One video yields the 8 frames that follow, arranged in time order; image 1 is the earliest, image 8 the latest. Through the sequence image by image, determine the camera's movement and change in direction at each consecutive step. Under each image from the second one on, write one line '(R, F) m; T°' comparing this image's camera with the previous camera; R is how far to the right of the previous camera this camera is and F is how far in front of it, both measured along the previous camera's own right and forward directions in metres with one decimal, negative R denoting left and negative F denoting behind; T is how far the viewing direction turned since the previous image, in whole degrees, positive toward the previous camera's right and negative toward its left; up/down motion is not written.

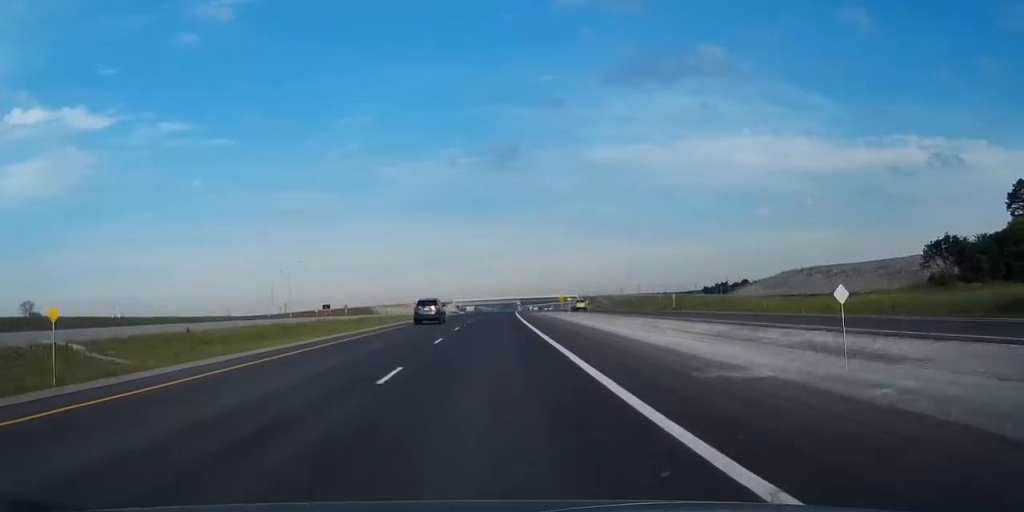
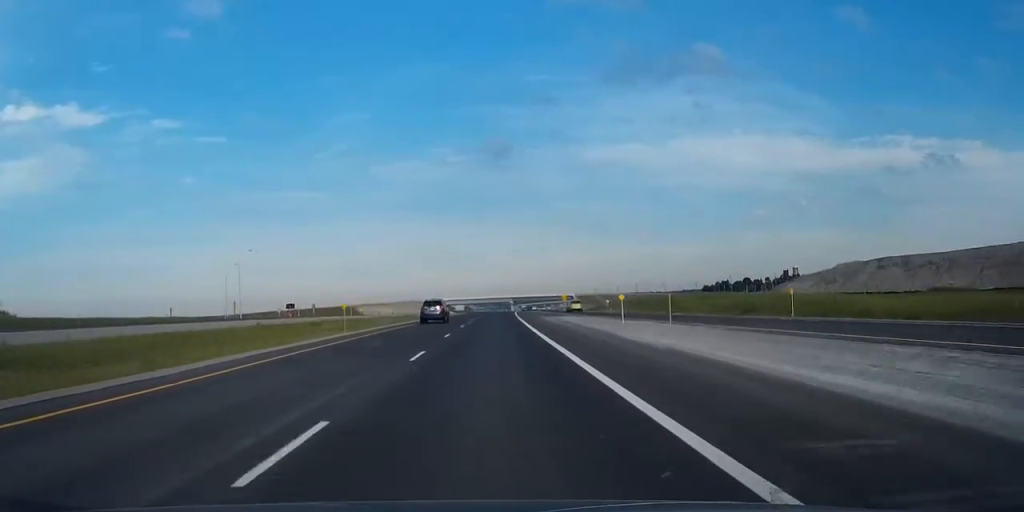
(+0.2, +31.0) m; +1°
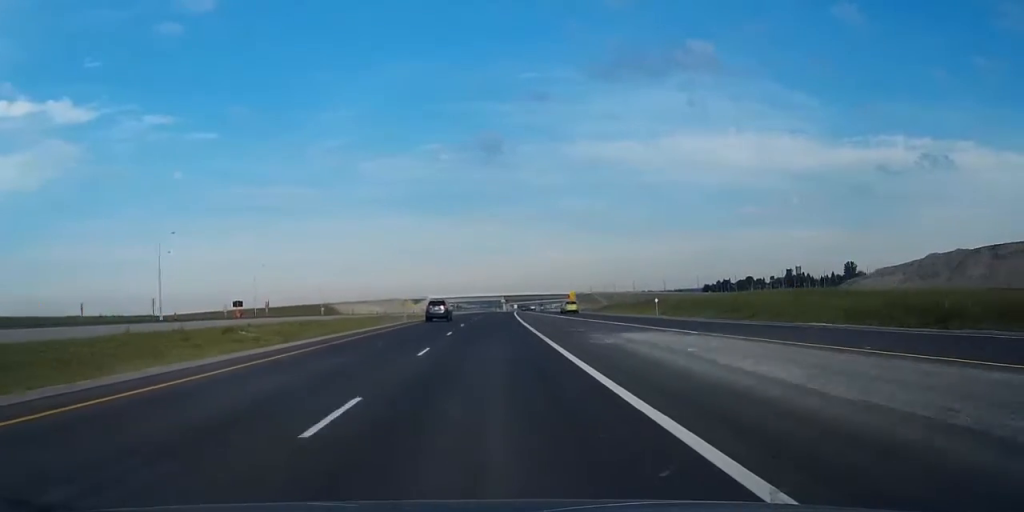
(+0.2, +34.0) m; +1°
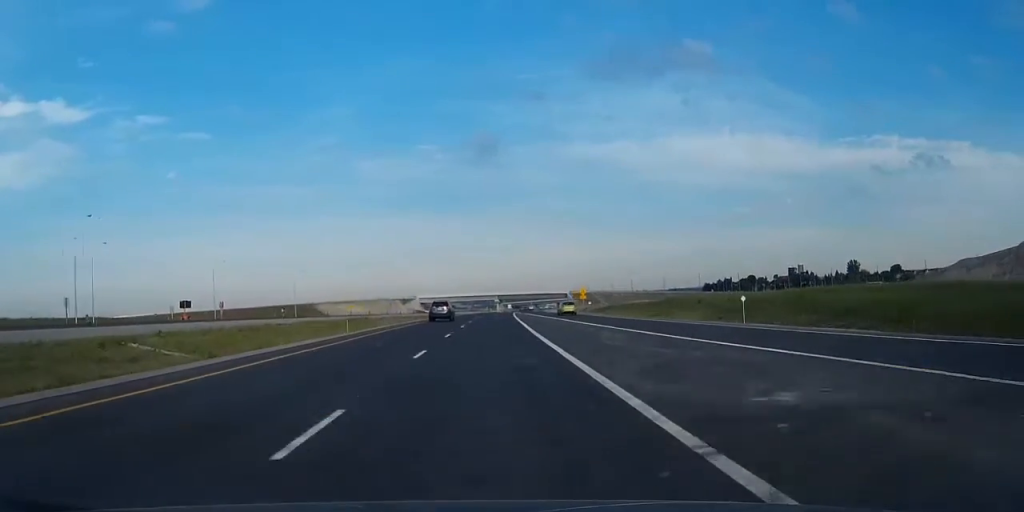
(+0.2, +24.7) m; +1°
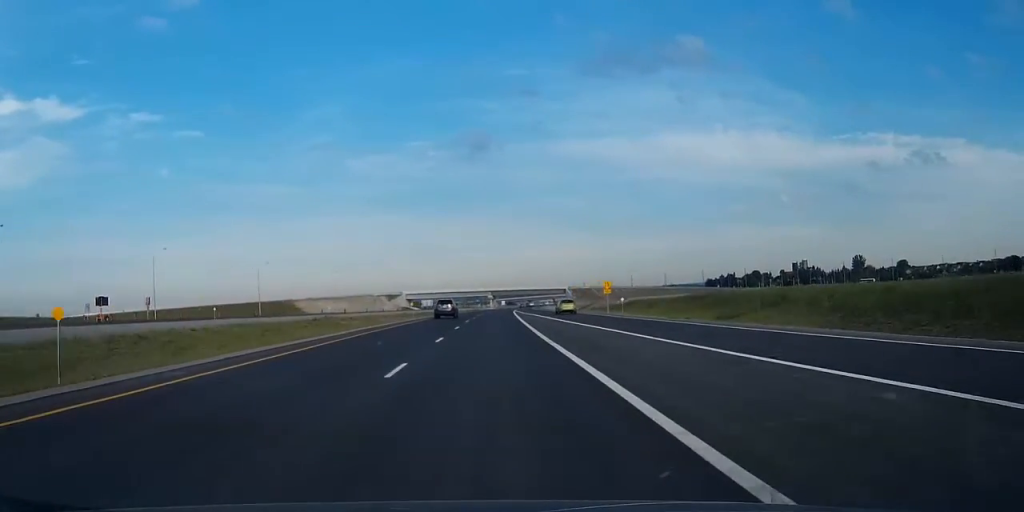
(0.0, +28.8) m; 0°
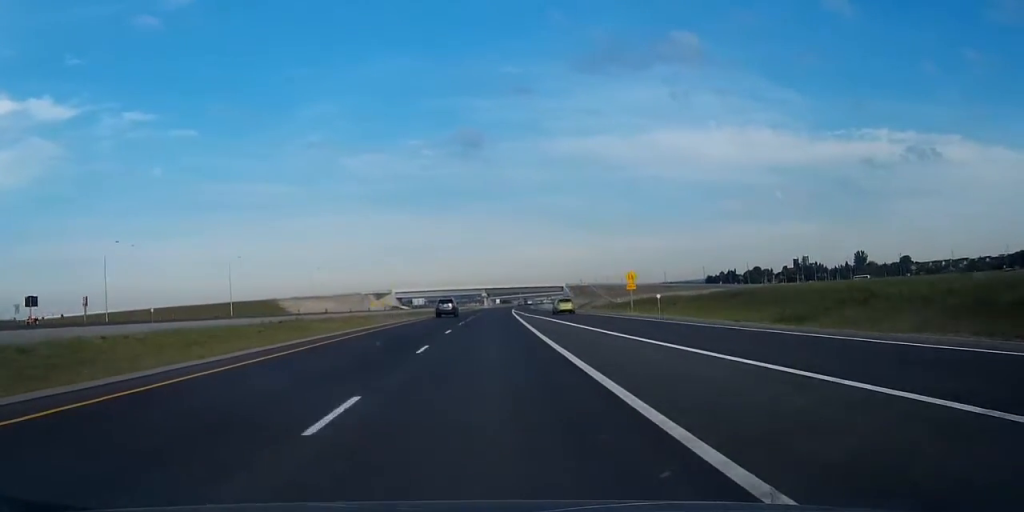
(+0.1, +17.4) m; 0°
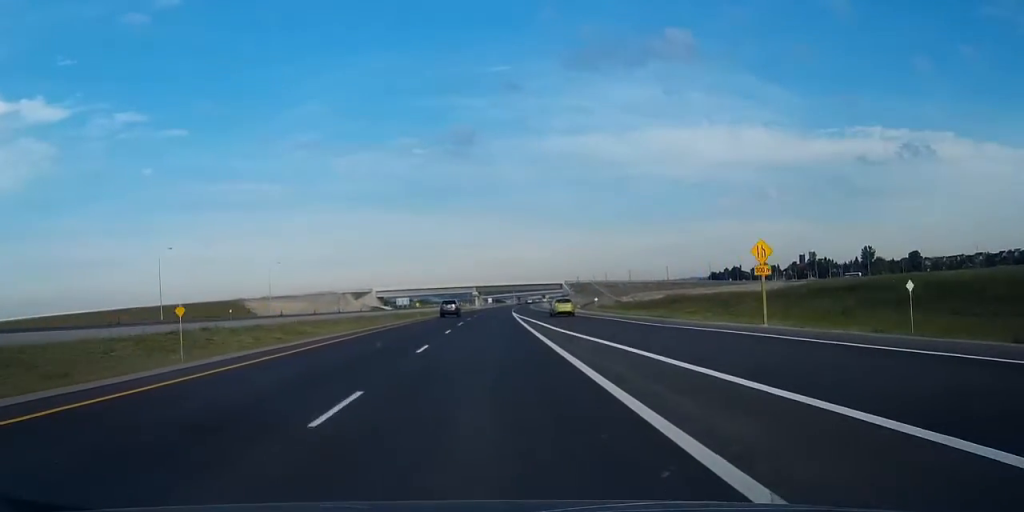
(+0.2, +34.9) m; 0°
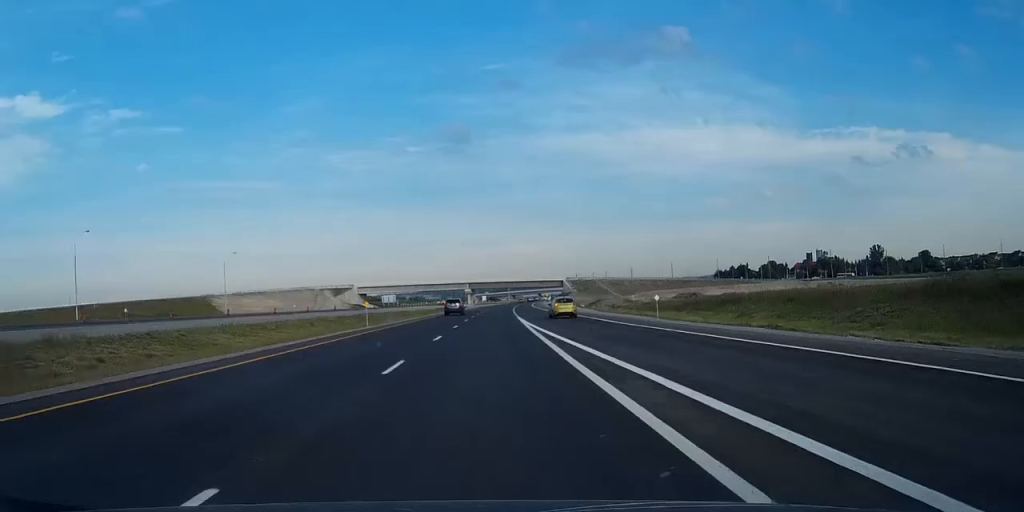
(0.0, +29.8) m; 0°
